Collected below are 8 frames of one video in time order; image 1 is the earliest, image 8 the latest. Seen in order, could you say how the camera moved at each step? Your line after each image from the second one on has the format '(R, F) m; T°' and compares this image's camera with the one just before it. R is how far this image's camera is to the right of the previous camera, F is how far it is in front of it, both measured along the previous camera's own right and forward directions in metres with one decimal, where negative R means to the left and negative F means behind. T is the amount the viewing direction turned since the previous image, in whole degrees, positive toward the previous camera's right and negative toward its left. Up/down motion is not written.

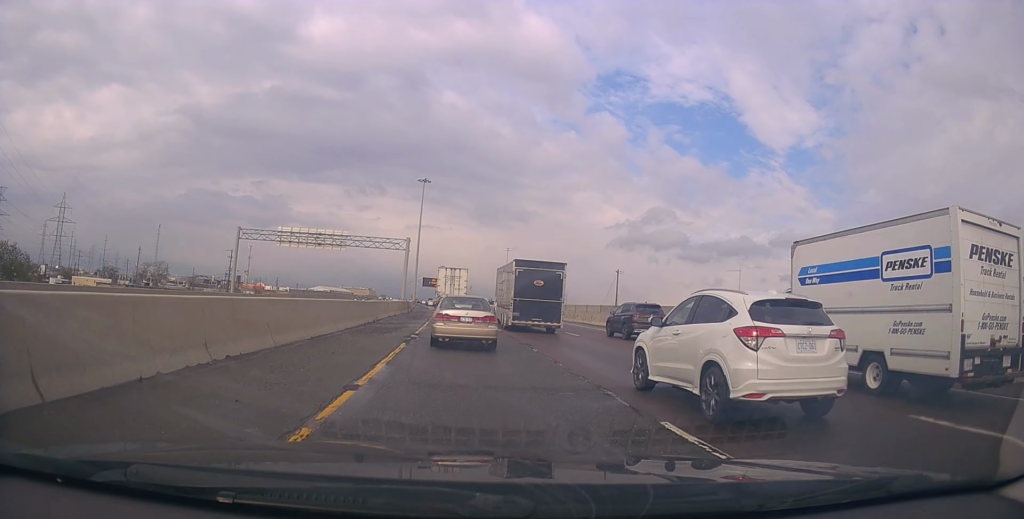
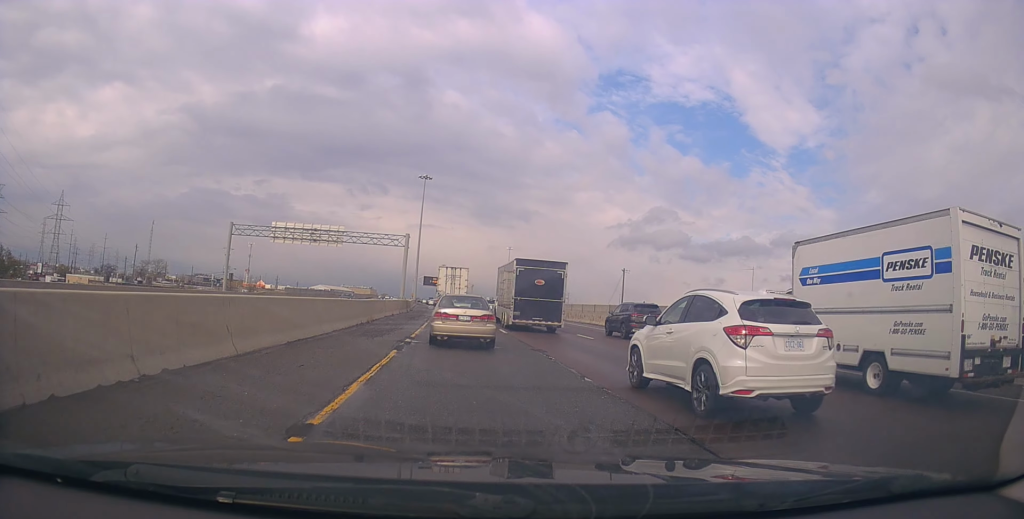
(-0.4, +2.6) m; -2°
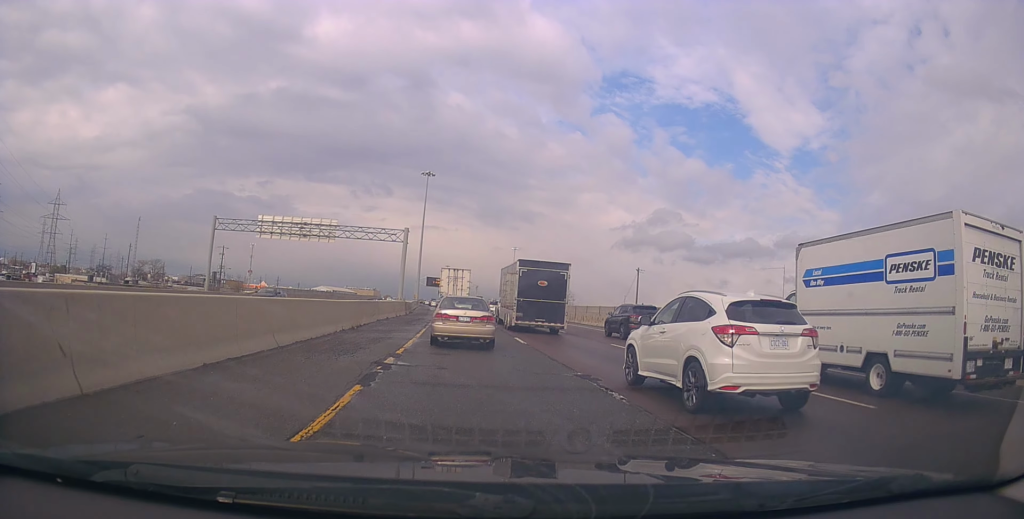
(+0.2, +5.6) m; -1°
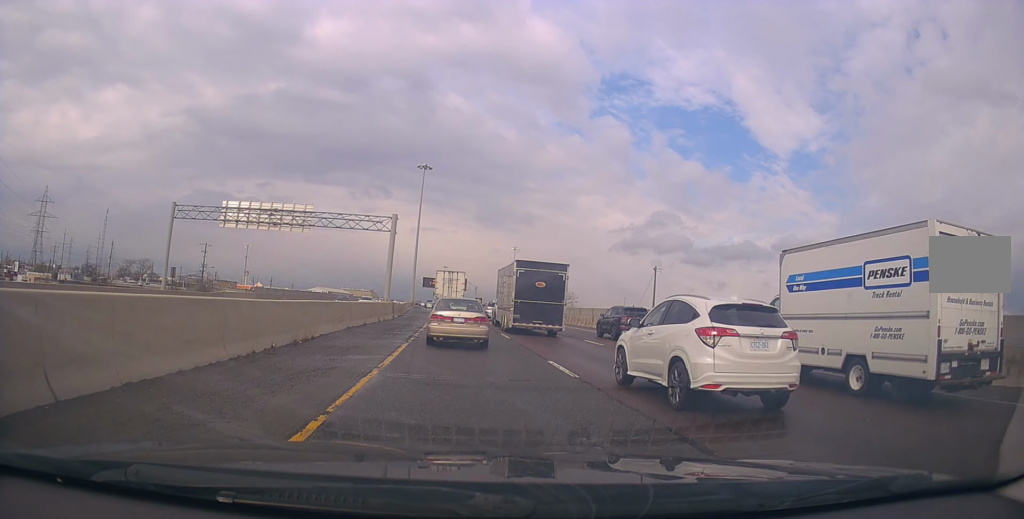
(0.0, +8.7) m; +5°
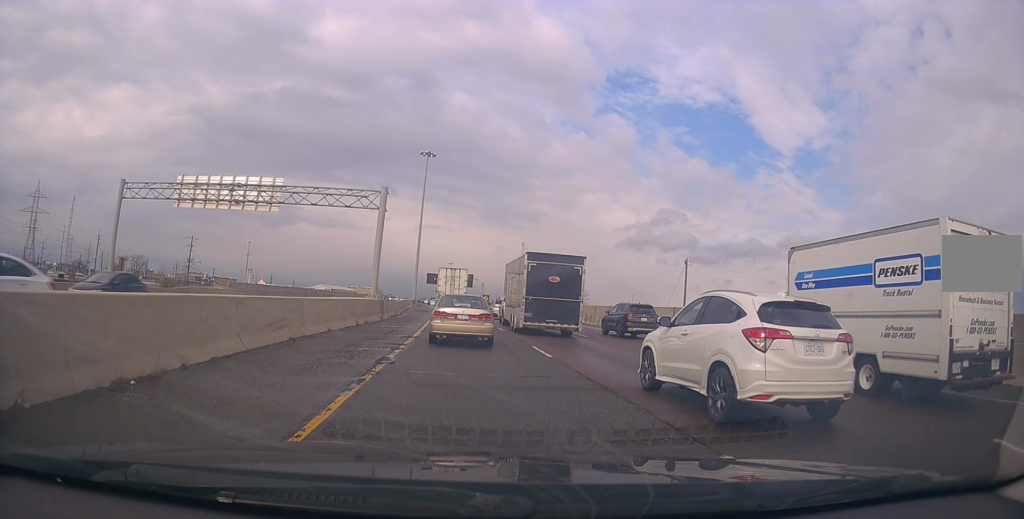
(+0.2, +8.9) m; -2°
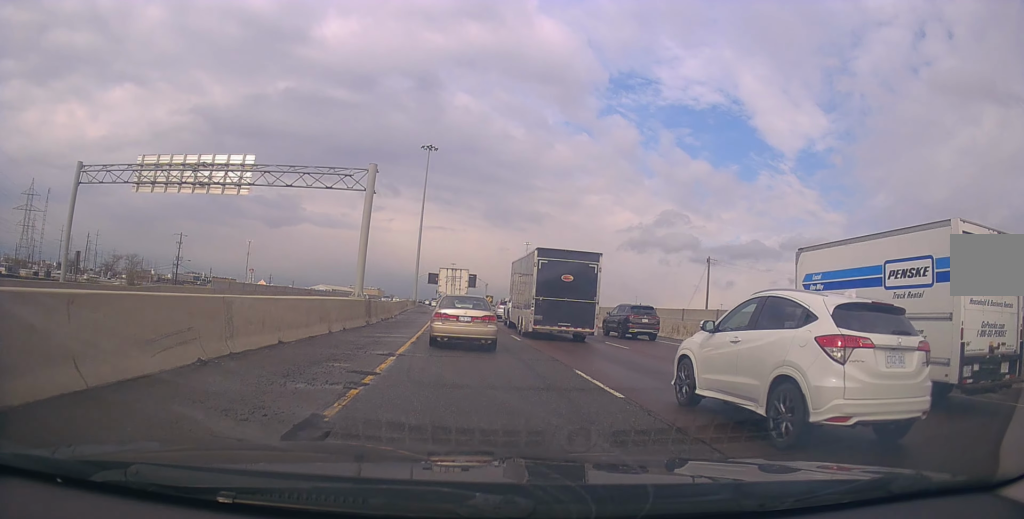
(-0.3, +5.7) m; -4°
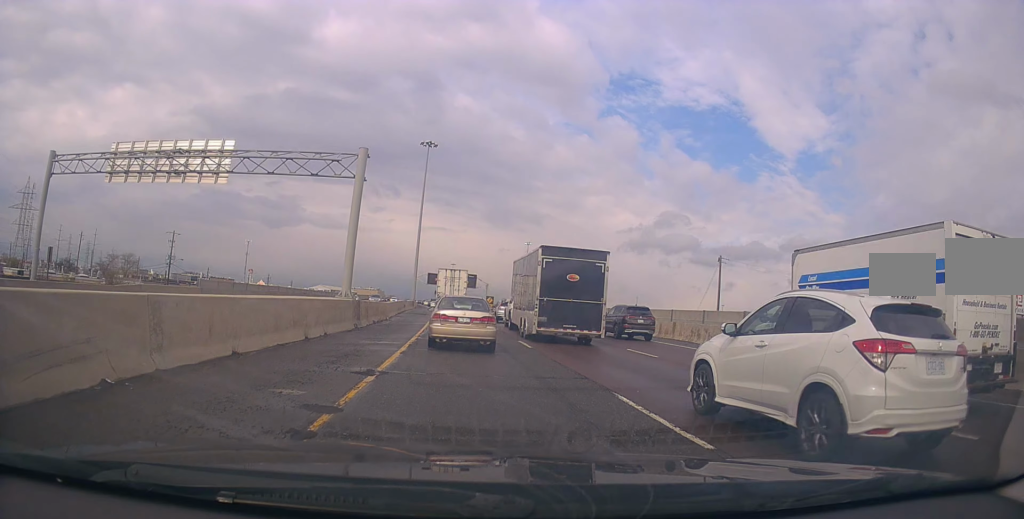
(-0.3, +3.3) m; +1°
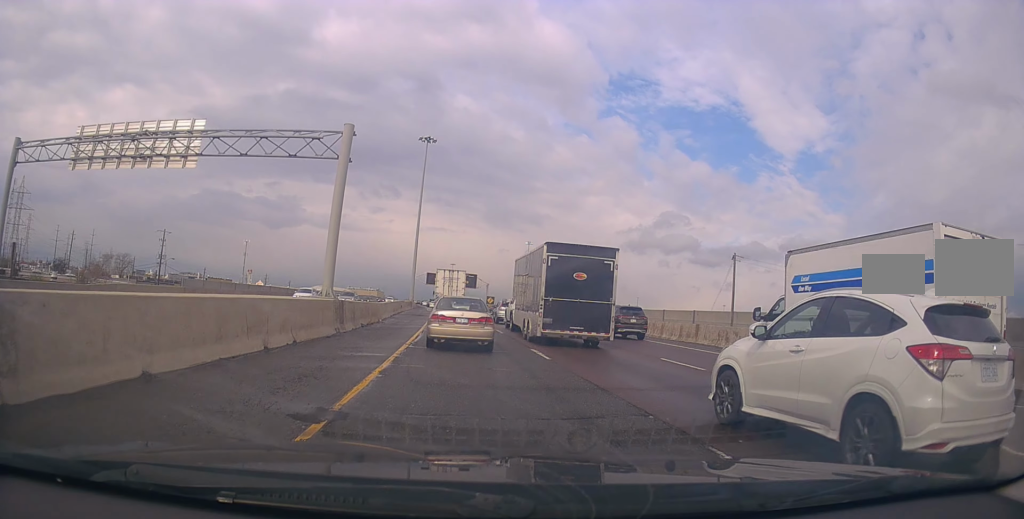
(+0.4, +3.4) m; +3°
